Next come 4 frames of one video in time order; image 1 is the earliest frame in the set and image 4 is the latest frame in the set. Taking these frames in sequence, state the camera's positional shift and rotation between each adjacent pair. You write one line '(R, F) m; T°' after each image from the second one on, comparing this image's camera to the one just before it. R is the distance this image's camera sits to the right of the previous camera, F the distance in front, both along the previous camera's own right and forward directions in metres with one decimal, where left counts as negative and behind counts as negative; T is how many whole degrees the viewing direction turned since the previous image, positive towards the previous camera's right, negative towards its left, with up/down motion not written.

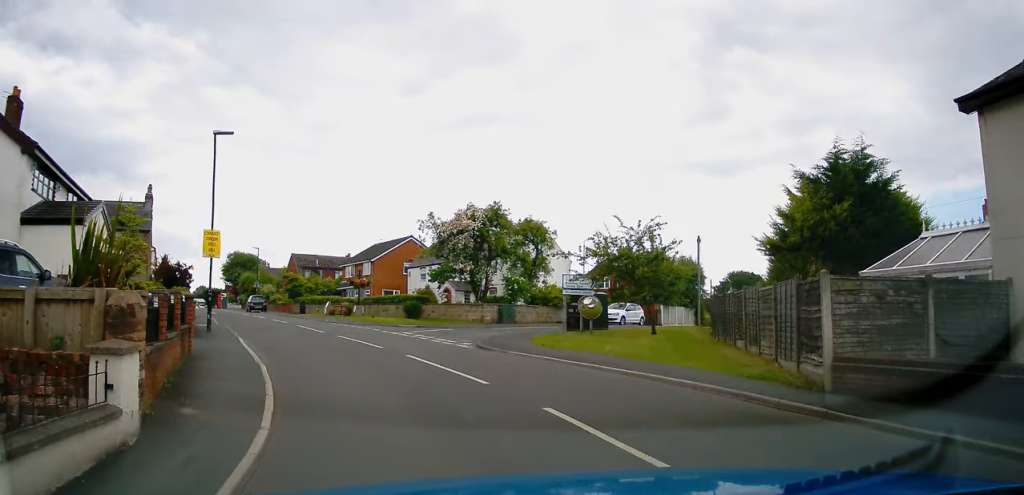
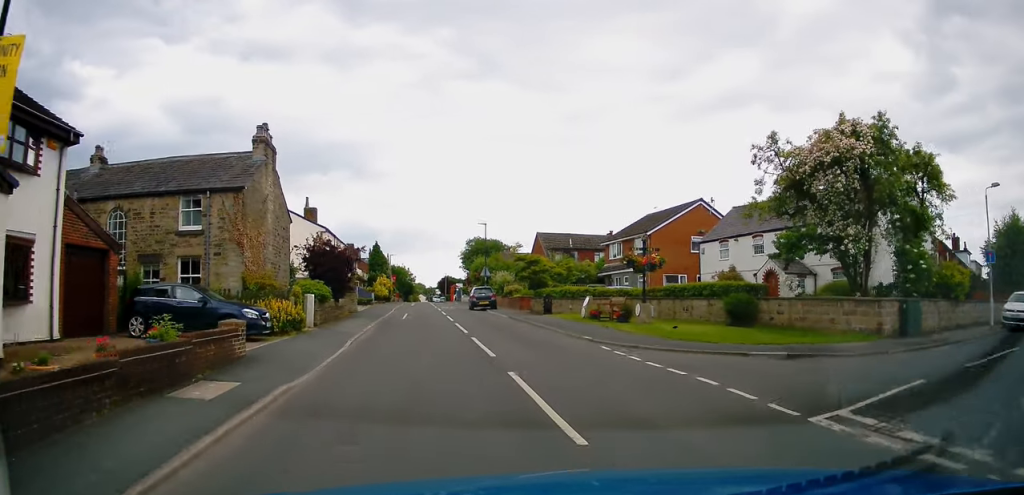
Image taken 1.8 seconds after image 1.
(-2.8, +15.6) m; -20°
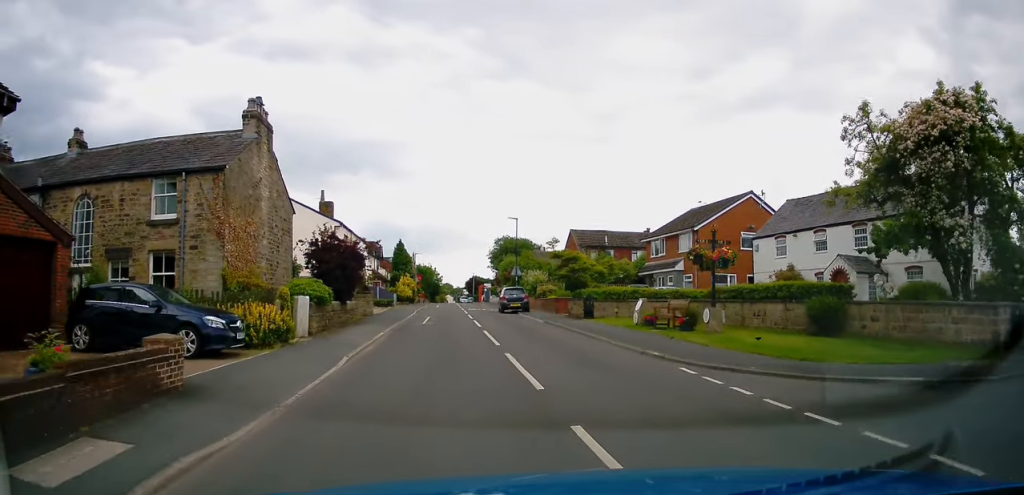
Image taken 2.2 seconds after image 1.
(-0.1, +3.7) m; -5°
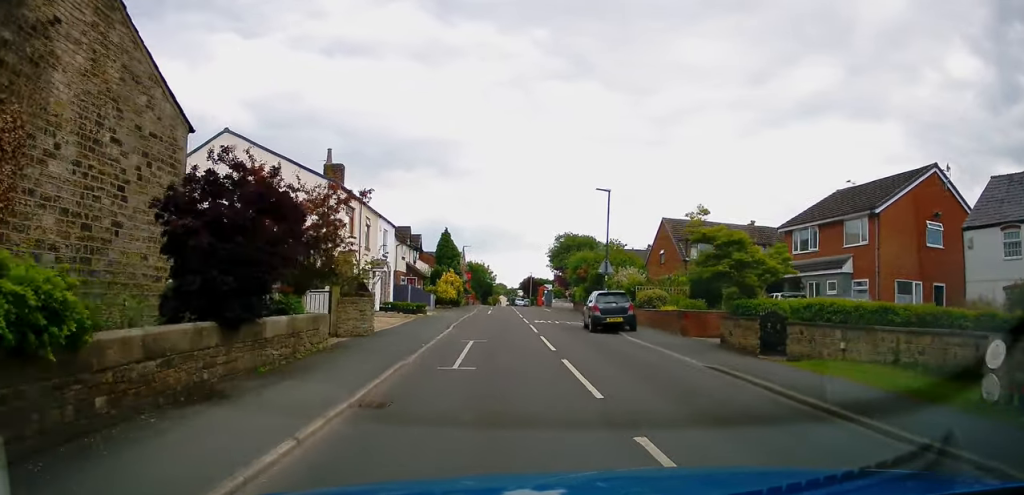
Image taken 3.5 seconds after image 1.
(-1.4, +12.7) m; -6°
